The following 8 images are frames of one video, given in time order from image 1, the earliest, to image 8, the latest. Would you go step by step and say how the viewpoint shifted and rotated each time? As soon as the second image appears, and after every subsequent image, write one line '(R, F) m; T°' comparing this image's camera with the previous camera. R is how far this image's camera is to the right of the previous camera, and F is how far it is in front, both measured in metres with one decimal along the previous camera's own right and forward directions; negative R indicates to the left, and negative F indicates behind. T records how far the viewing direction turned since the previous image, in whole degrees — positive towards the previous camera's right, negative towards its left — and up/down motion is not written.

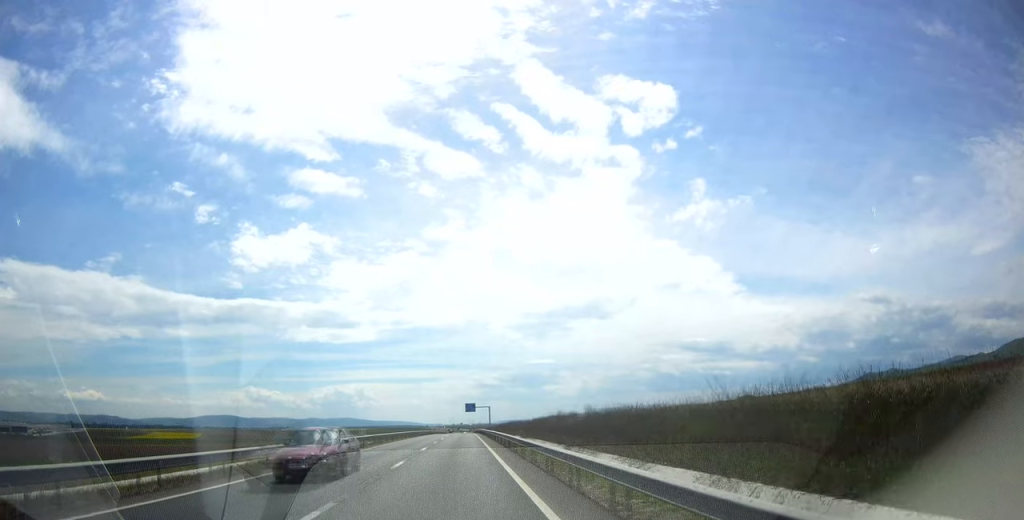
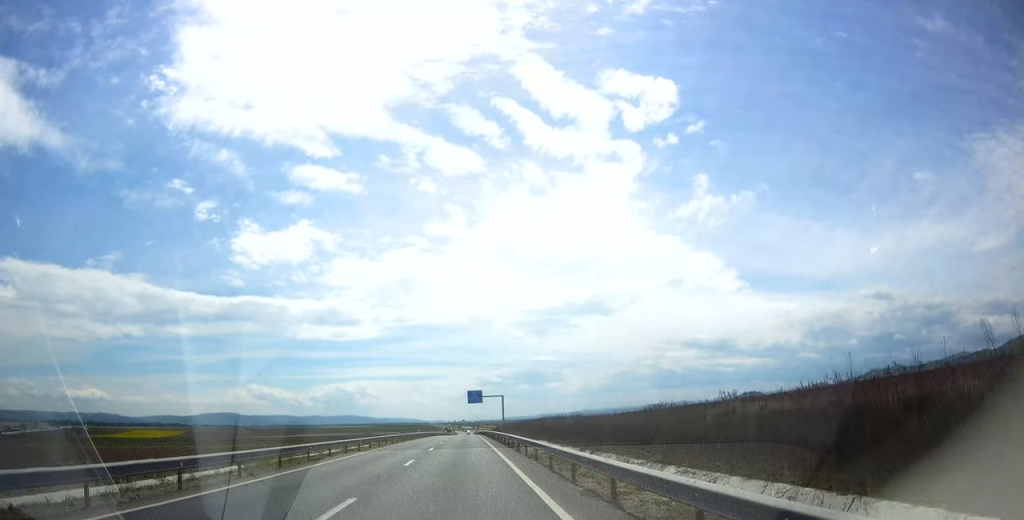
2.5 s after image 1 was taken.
(+0.2, +59.5) m; 0°
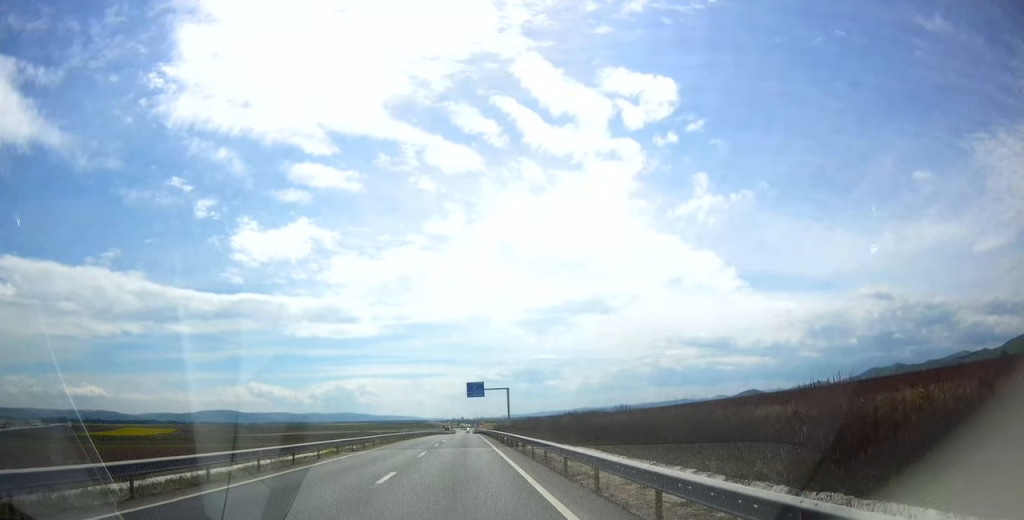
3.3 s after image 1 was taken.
(0.0, +18.7) m; 0°
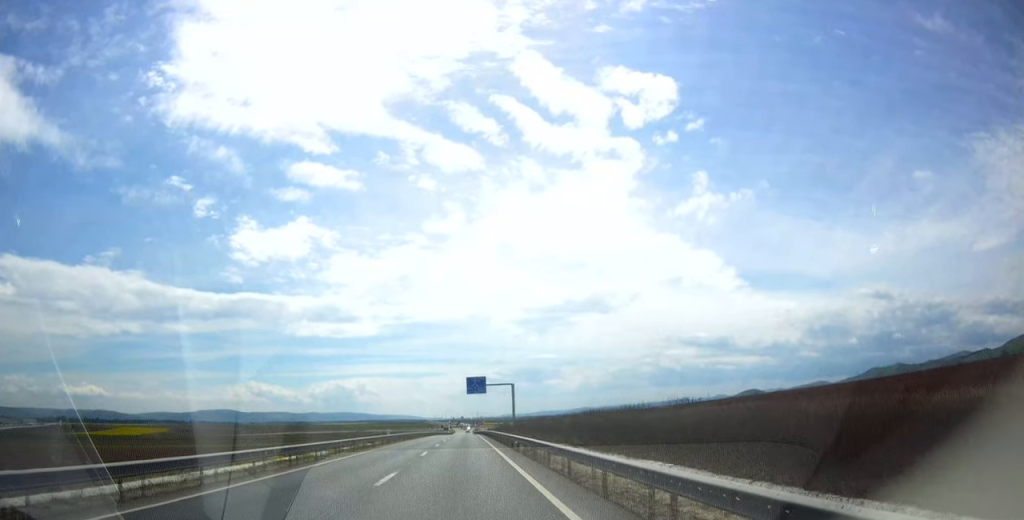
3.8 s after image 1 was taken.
(0.0, +12.2) m; 0°
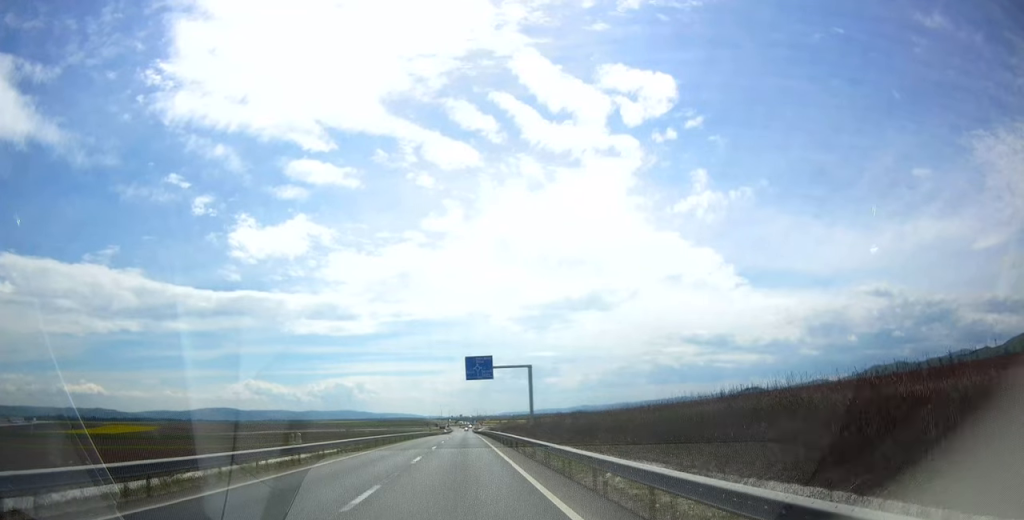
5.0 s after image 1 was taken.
(0.0, +28.0) m; 0°
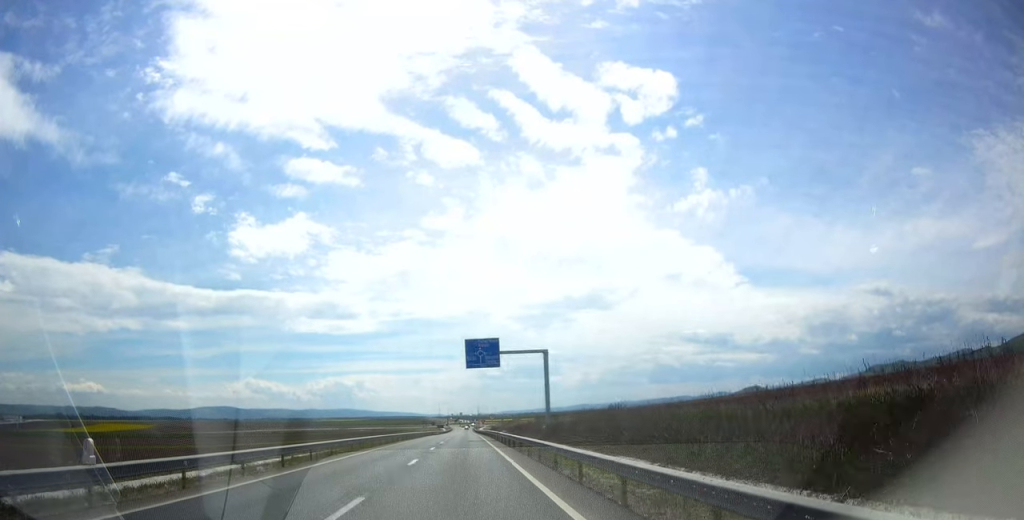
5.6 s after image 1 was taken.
(0.0, +14.0) m; 0°
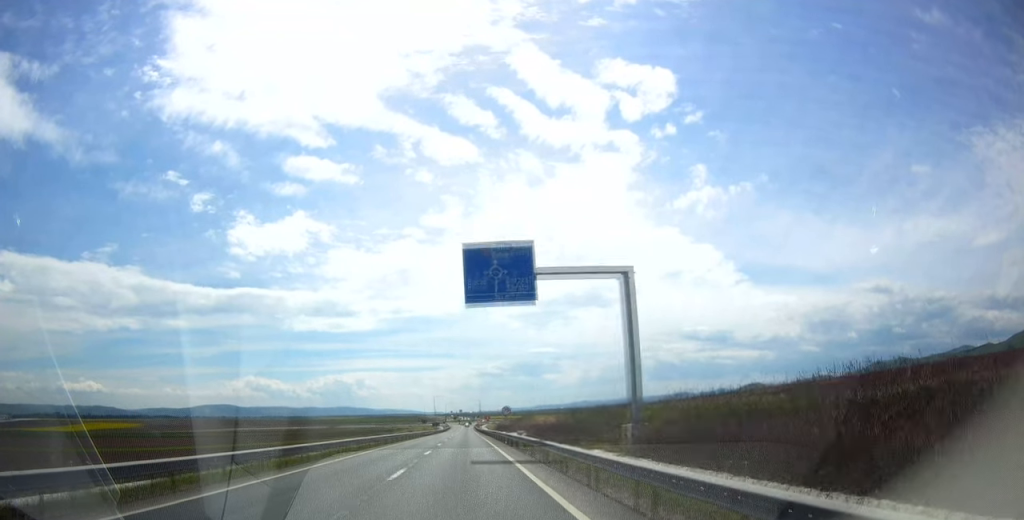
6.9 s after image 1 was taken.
(+0.1, +29.5) m; 0°
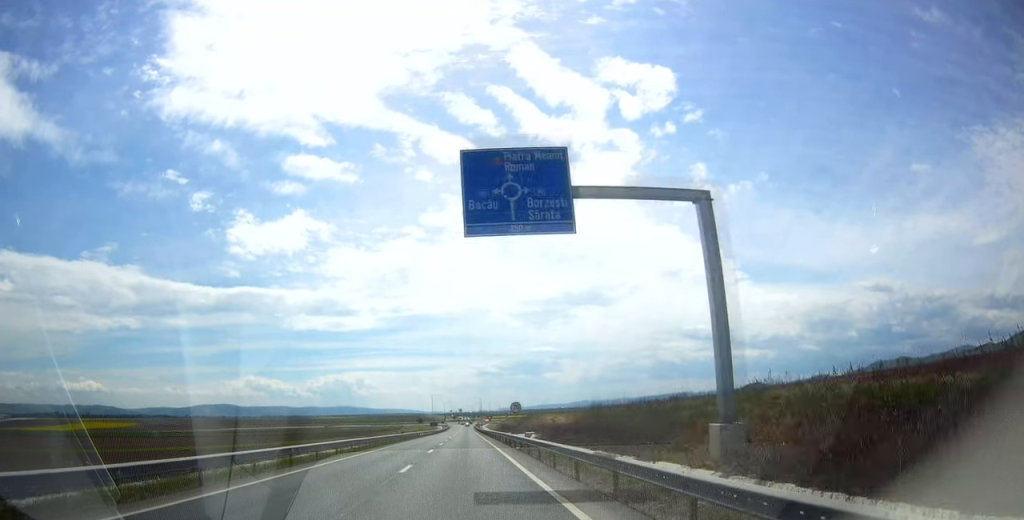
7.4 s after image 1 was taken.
(0.0, +10.1) m; 0°
